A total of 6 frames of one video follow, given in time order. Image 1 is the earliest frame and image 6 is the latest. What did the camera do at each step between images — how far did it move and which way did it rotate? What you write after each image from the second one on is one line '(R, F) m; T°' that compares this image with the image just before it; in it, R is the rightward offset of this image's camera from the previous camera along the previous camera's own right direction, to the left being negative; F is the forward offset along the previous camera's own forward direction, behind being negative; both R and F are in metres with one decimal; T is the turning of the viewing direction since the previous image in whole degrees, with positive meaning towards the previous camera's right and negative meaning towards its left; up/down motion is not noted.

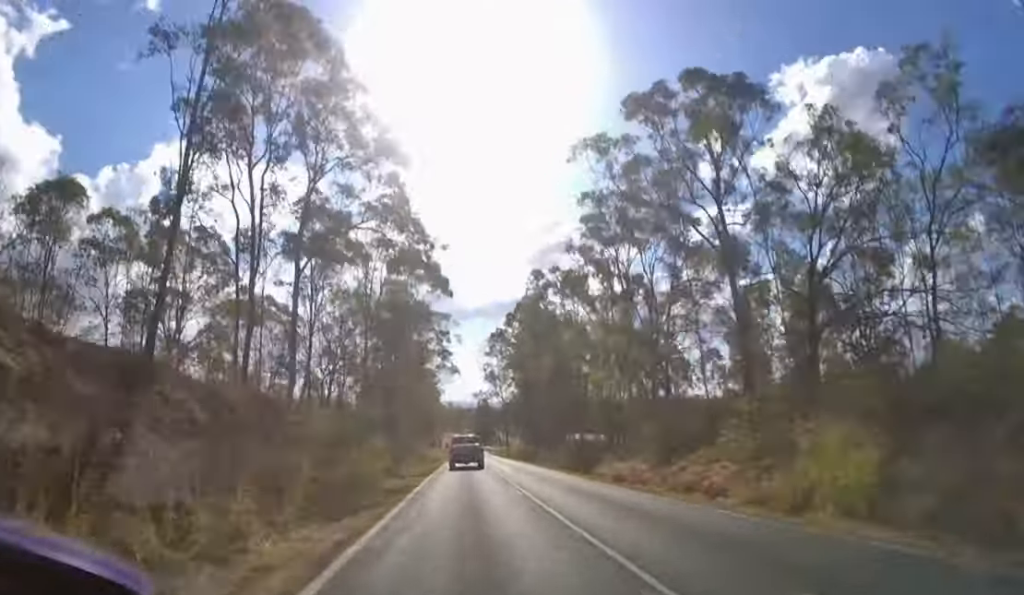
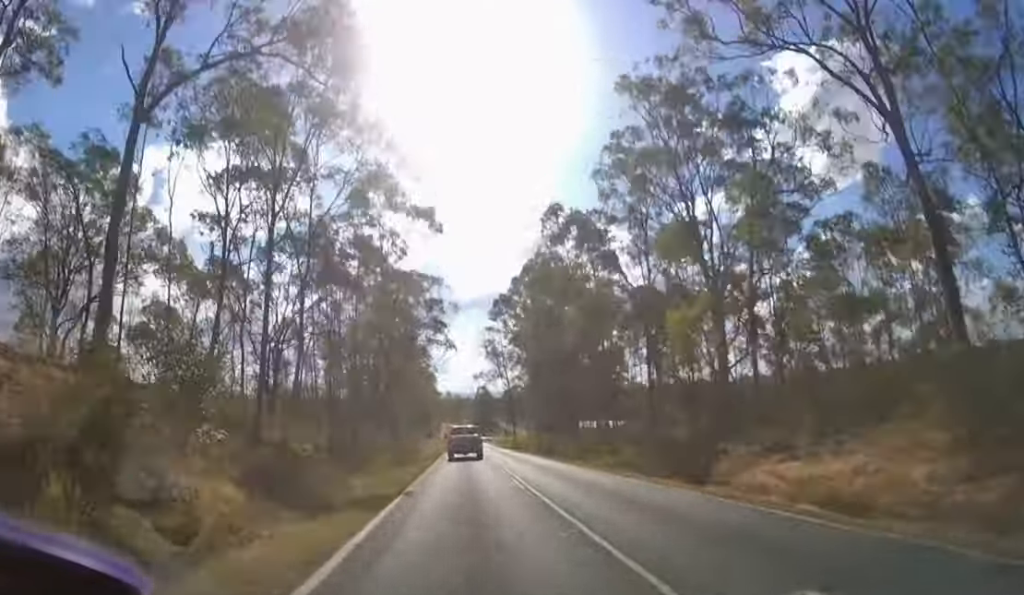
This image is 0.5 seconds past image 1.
(0.0, +11.5) m; 0°
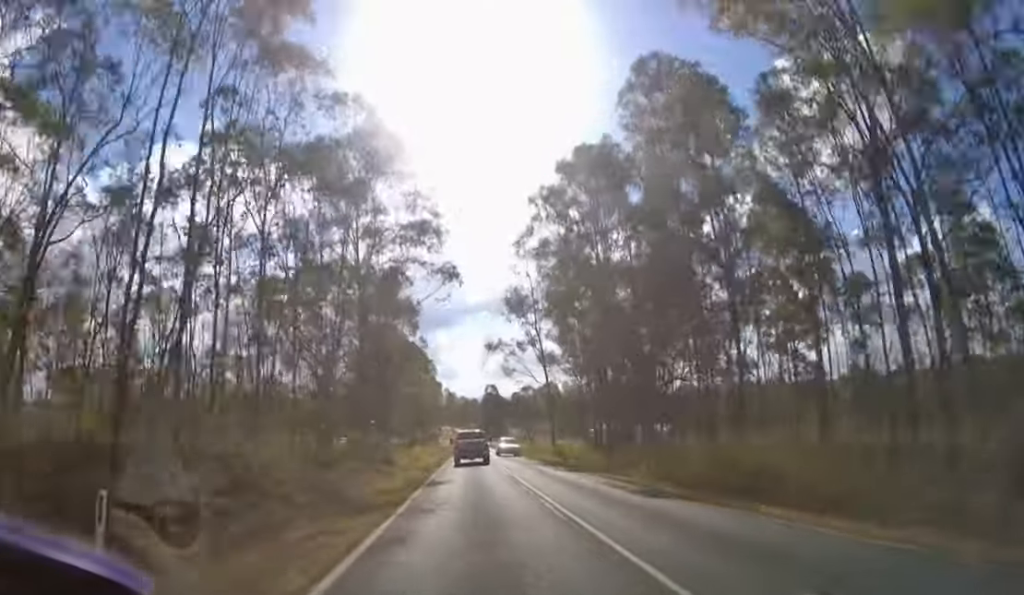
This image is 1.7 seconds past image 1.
(+0.1, +23.0) m; 0°
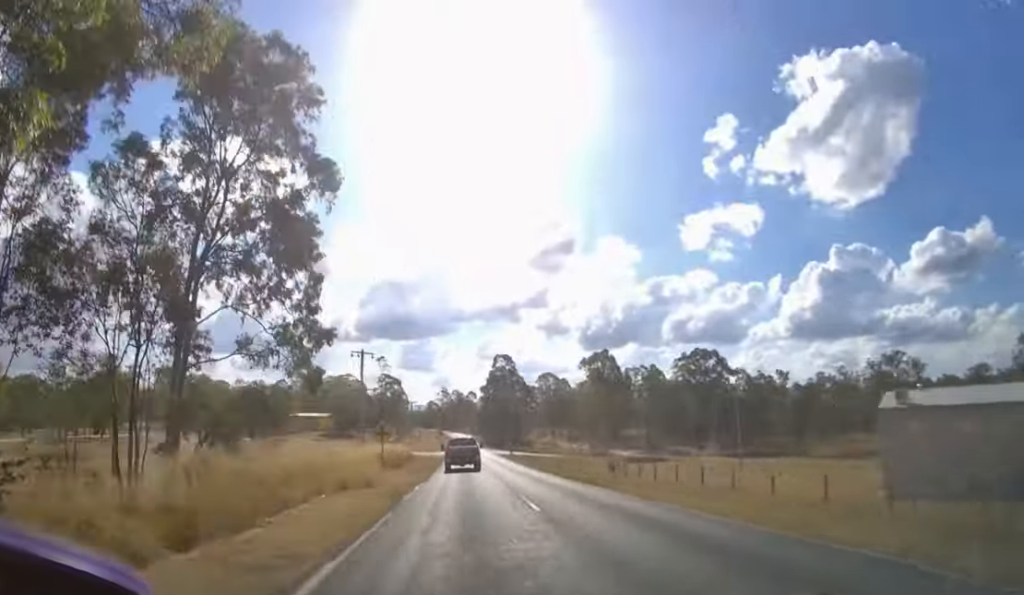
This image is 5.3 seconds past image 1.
(+0.2, +78.7) m; 0°
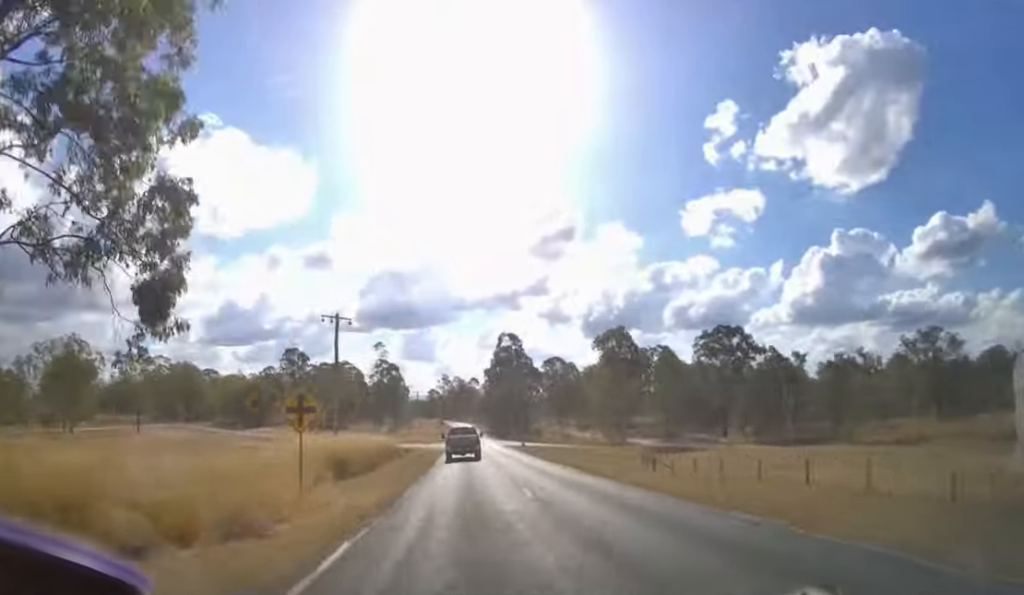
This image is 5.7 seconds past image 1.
(0.0, +11.5) m; 0°
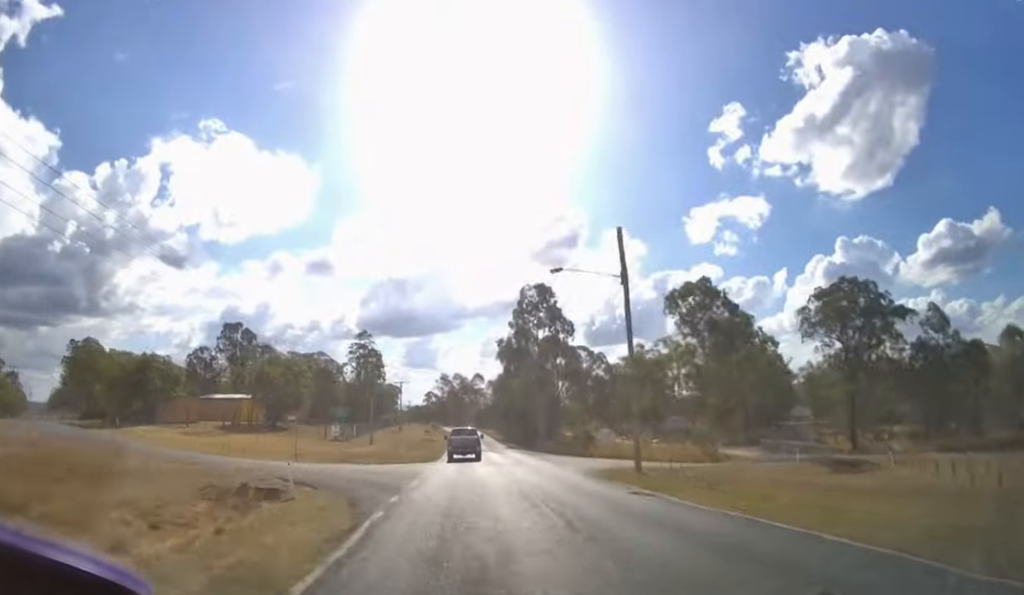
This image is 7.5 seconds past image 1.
(0.0, +45.9) m; 0°
